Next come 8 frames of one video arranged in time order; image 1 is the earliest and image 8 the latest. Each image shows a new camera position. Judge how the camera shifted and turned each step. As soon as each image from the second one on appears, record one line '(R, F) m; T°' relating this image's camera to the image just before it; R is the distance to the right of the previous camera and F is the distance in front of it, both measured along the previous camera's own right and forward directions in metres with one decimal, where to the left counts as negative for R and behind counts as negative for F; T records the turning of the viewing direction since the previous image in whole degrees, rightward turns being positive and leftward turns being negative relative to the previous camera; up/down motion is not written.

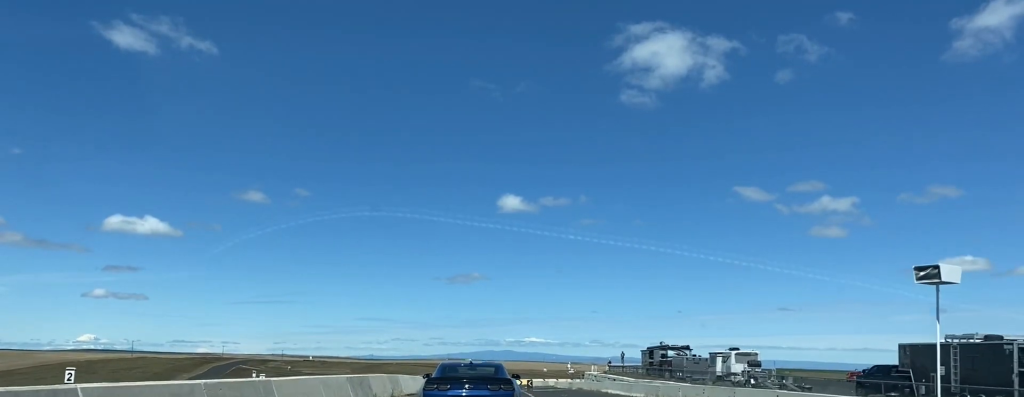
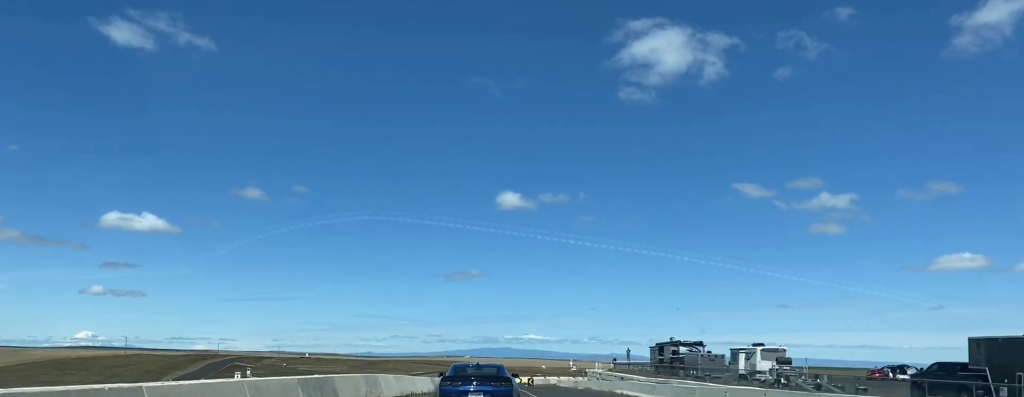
(-0.5, +6.7) m; -1°
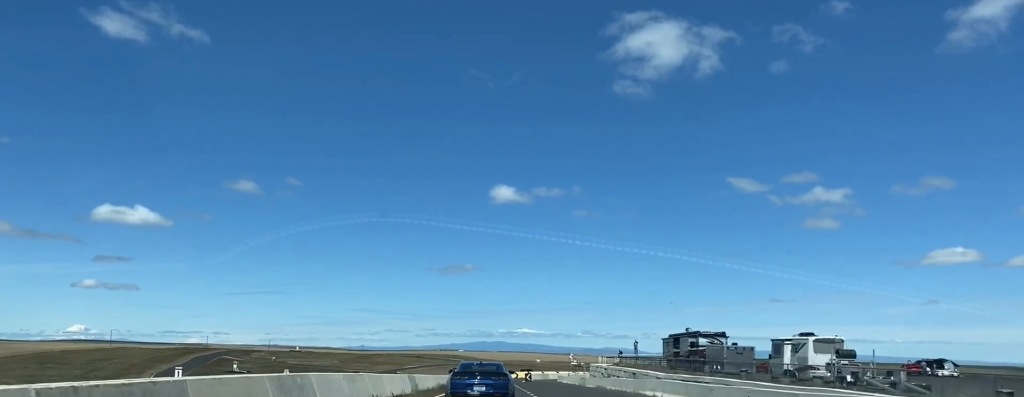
(+0.3, +9.5) m; +2°
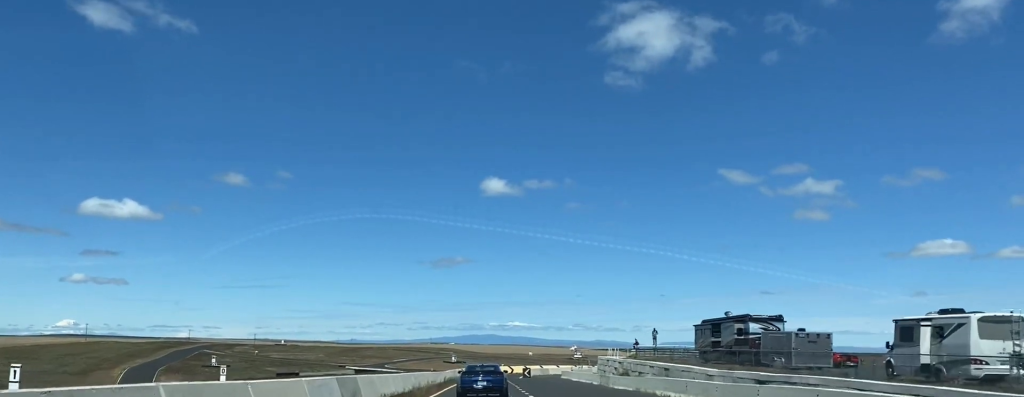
(+0.1, +15.6) m; 0°
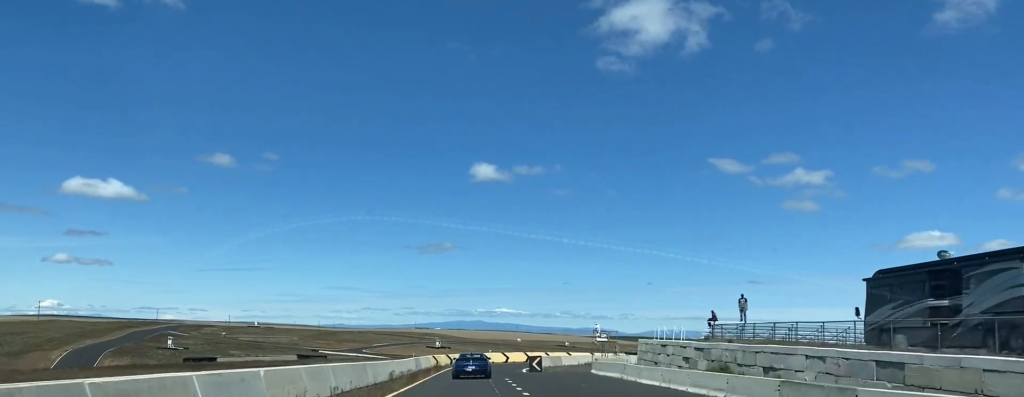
(-0.1, +34.2) m; 0°
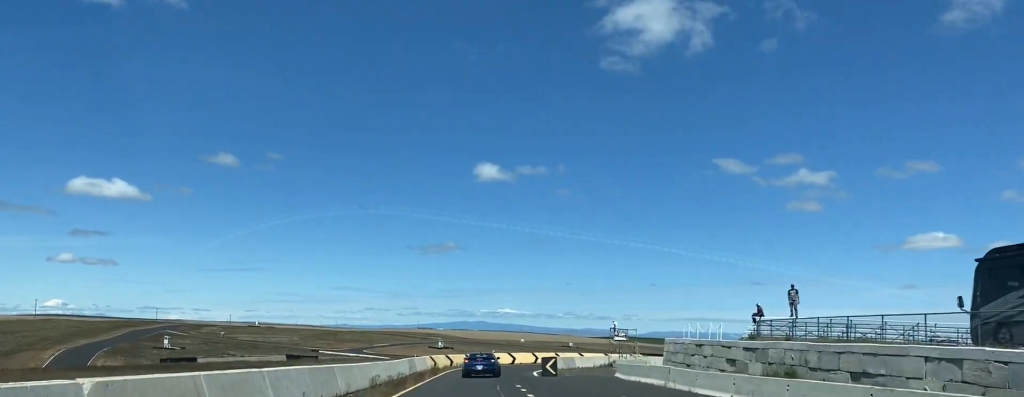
(+0.1, +8.3) m; 0°
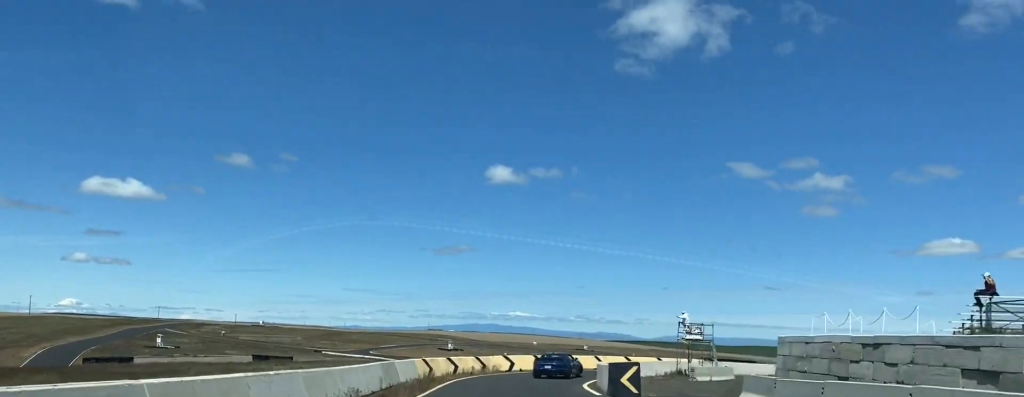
(-0.3, +18.7) m; 0°
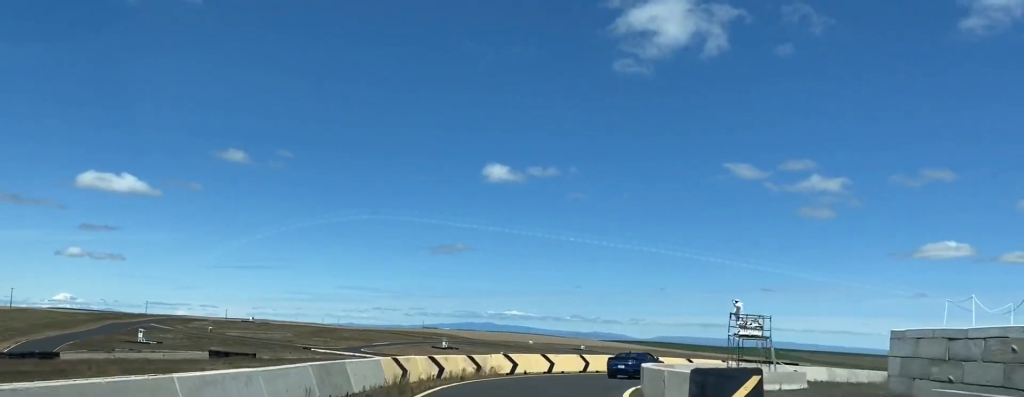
(-0.1, +10.3) m; +2°
